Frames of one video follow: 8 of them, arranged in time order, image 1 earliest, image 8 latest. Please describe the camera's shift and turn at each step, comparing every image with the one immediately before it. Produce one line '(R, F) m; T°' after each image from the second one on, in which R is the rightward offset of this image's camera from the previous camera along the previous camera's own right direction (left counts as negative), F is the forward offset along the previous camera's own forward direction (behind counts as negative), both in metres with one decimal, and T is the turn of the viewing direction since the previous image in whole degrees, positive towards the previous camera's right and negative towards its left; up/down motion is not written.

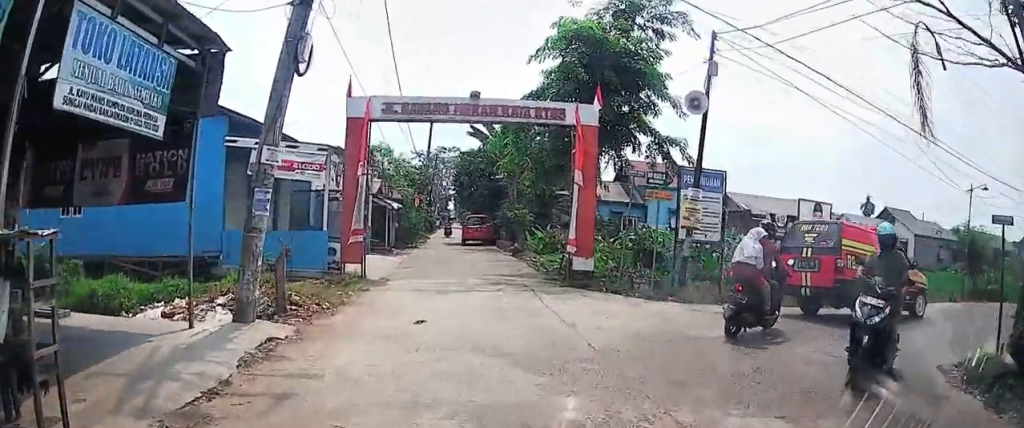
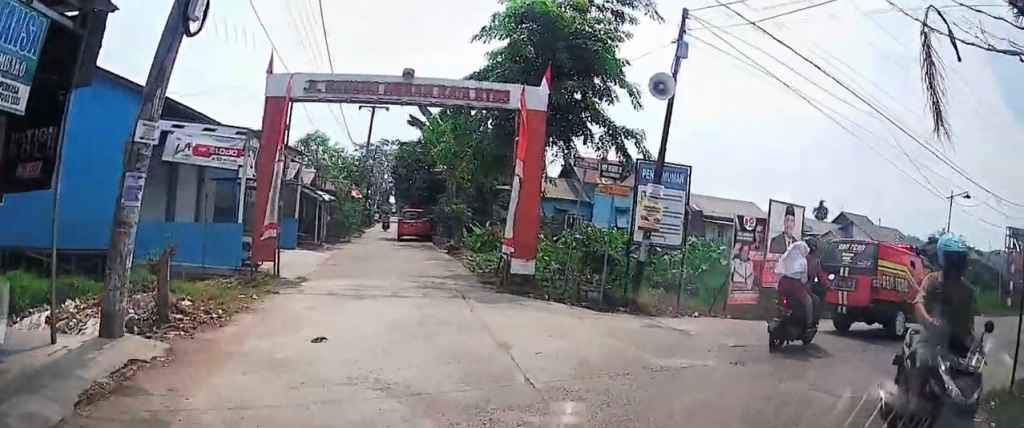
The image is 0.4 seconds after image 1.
(0.0, +2.8) m; +1°
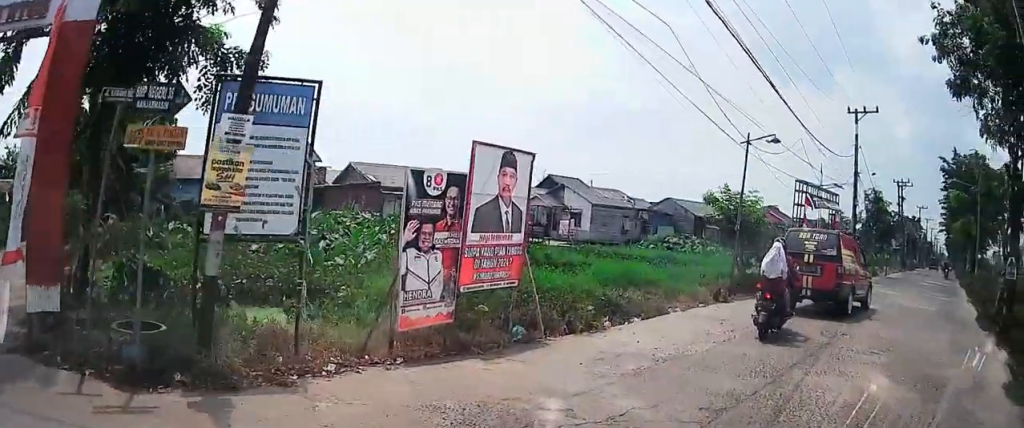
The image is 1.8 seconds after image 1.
(+0.3, +8.2) m; +10°
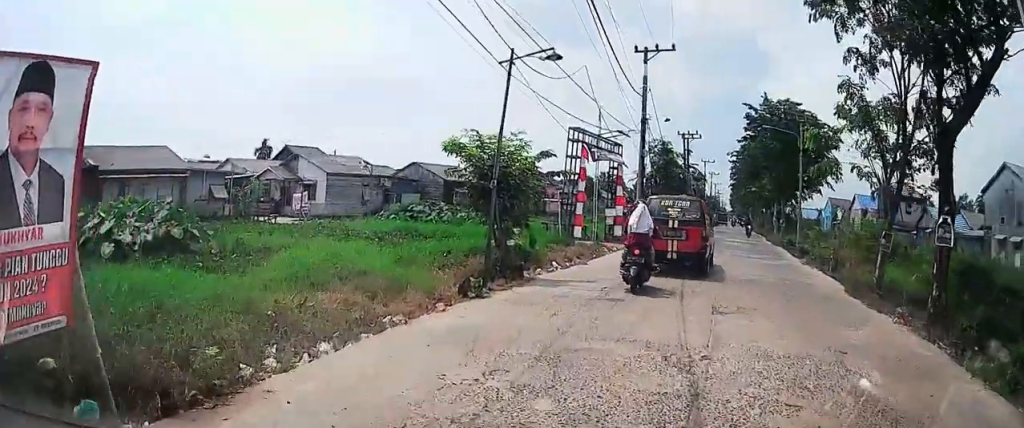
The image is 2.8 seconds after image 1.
(+0.5, +3.4) m; +16°
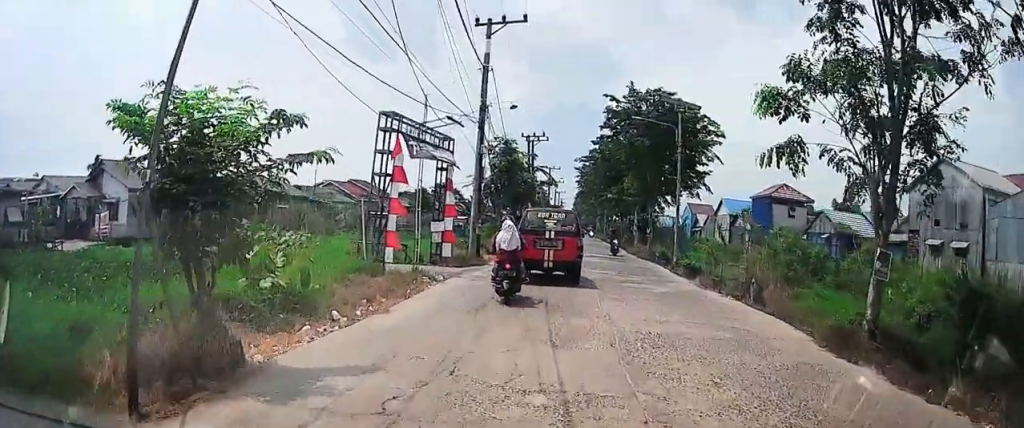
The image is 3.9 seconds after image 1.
(+0.7, +4.6) m; +20°
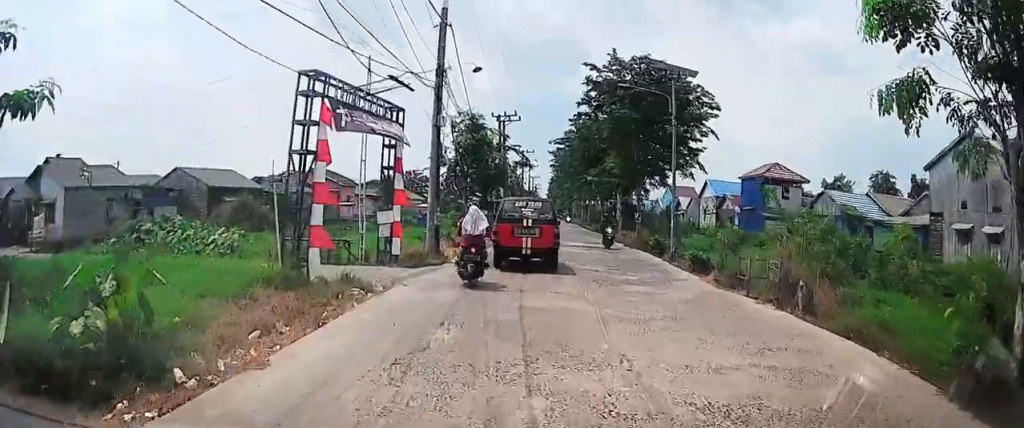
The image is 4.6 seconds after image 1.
(+0.2, +3.1) m; +16°
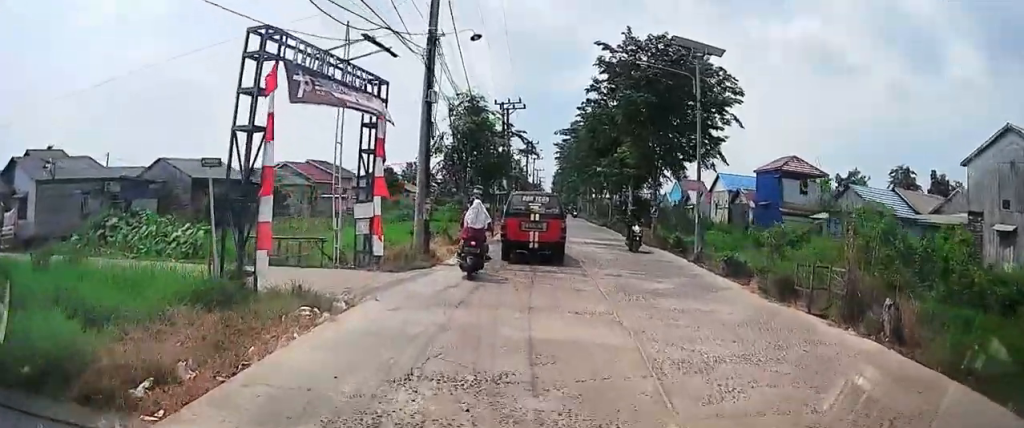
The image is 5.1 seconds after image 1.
(+0.5, +2.5) m; +6°
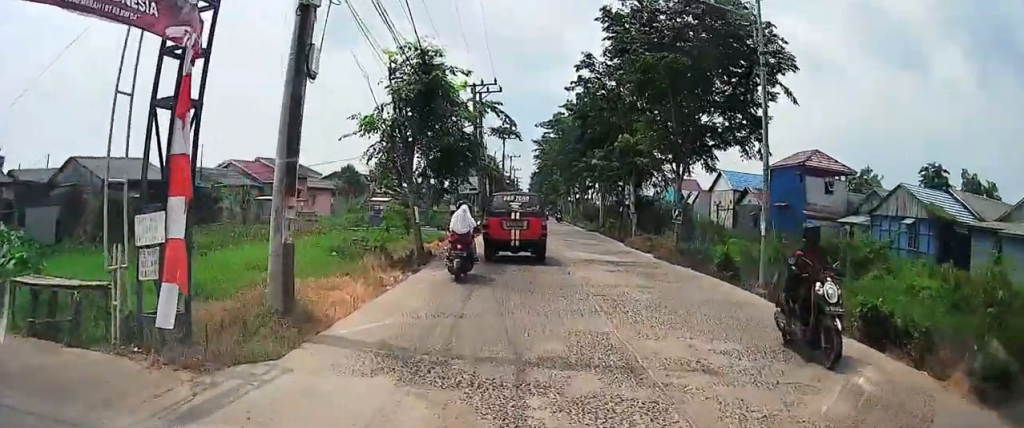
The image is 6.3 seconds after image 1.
(+0.8, +7.1) m; +6°
